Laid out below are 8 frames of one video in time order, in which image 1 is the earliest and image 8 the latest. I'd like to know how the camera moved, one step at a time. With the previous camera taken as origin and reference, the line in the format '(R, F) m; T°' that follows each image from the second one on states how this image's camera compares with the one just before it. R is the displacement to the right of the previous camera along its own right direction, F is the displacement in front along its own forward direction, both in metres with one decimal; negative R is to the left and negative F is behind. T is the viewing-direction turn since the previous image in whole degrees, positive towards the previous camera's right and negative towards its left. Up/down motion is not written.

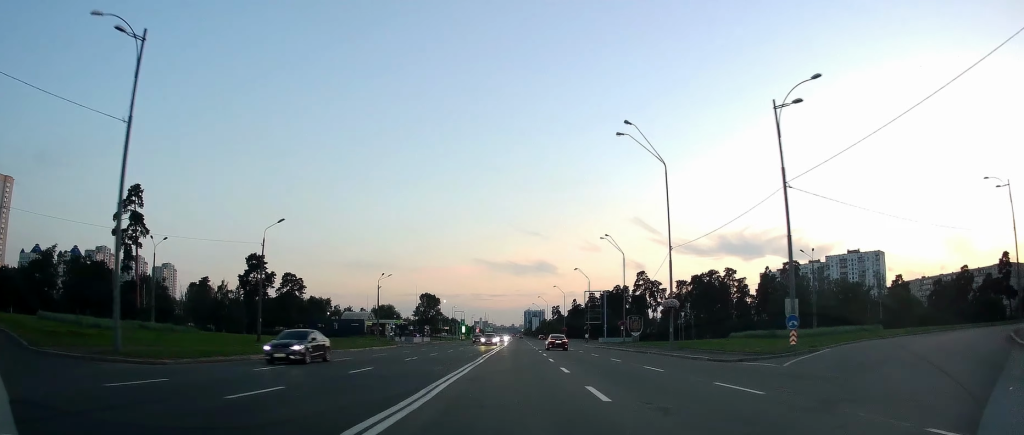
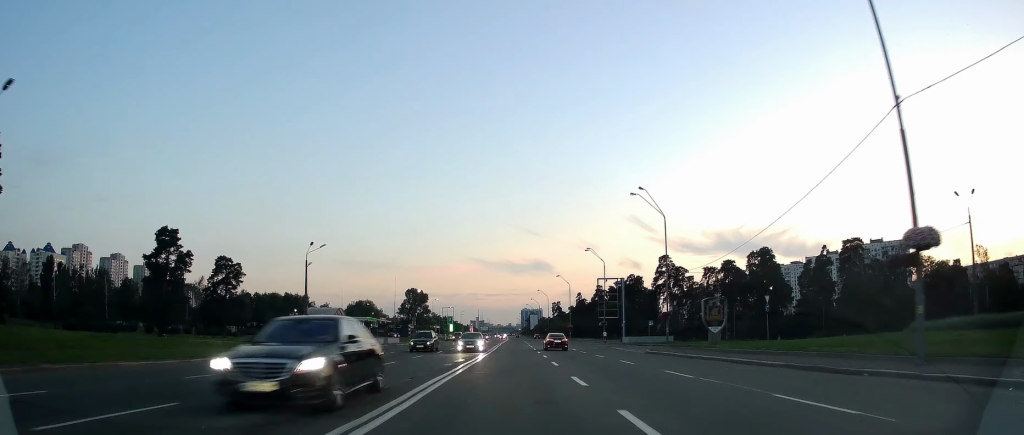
(-0.1, +32.0) m; +1°
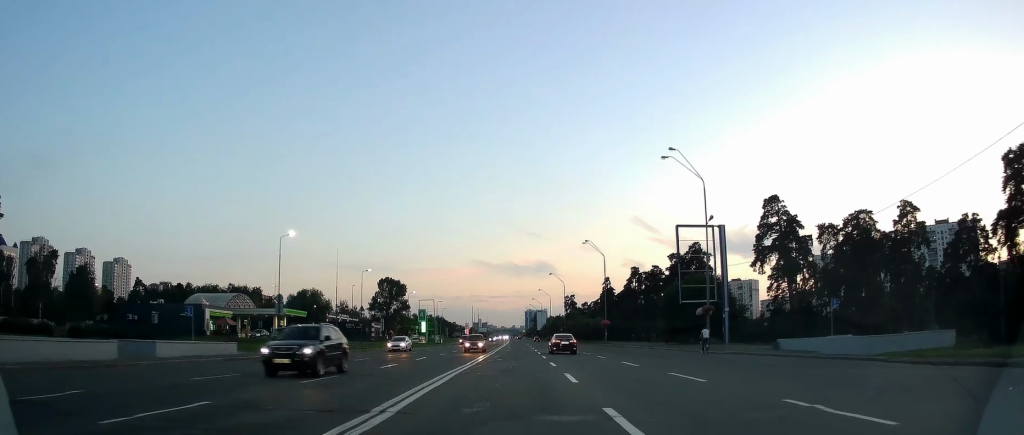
(+0.8, +62.6) m; 0°
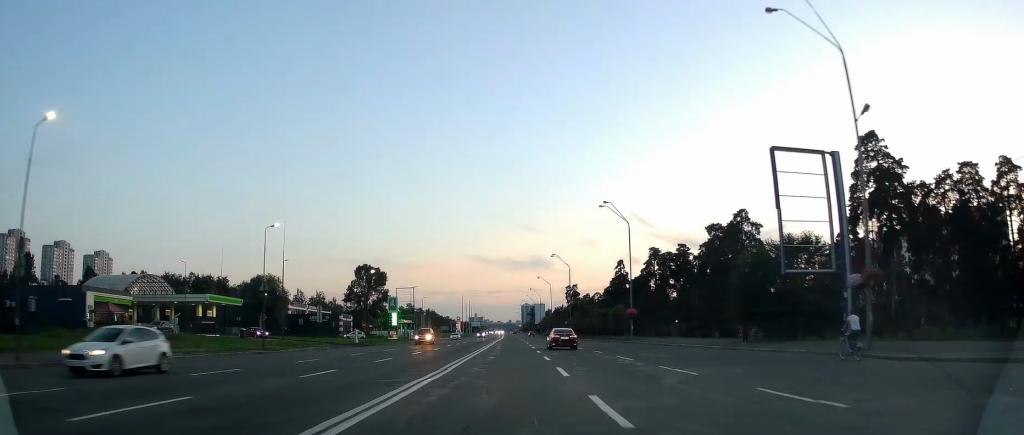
(-0.2, +27.2) m; -1°
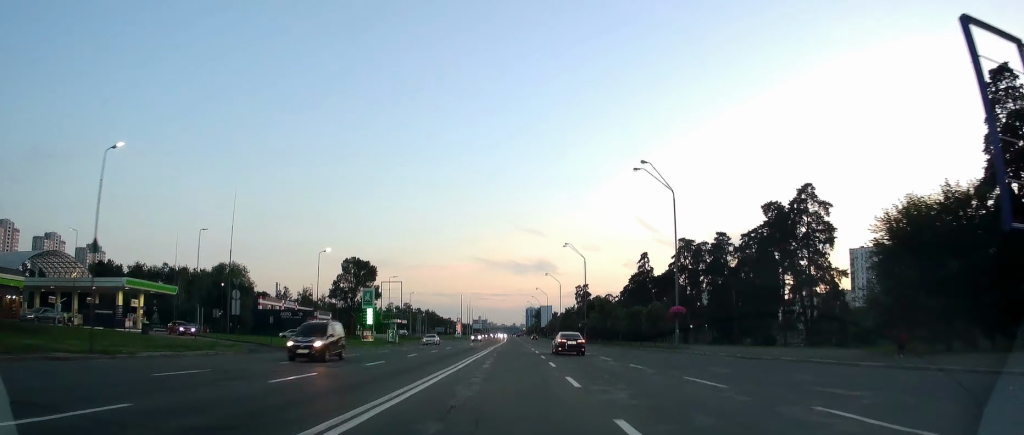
(-0.1, +20.0) m; 0°
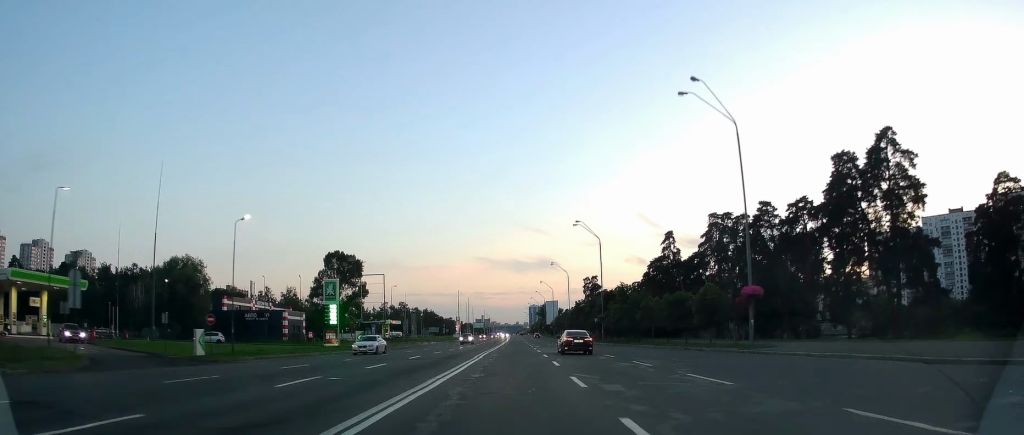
(-0.3, +18.0) m; 0°
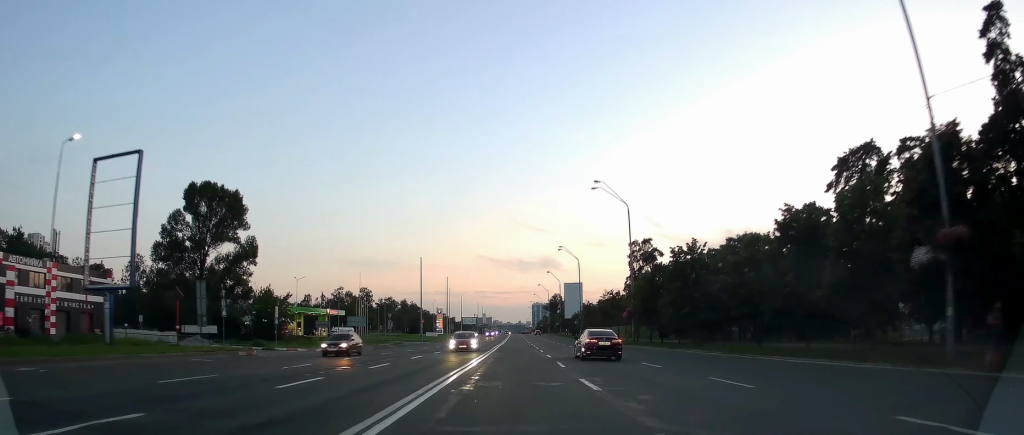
(+0.4, +72.2) m; 0°
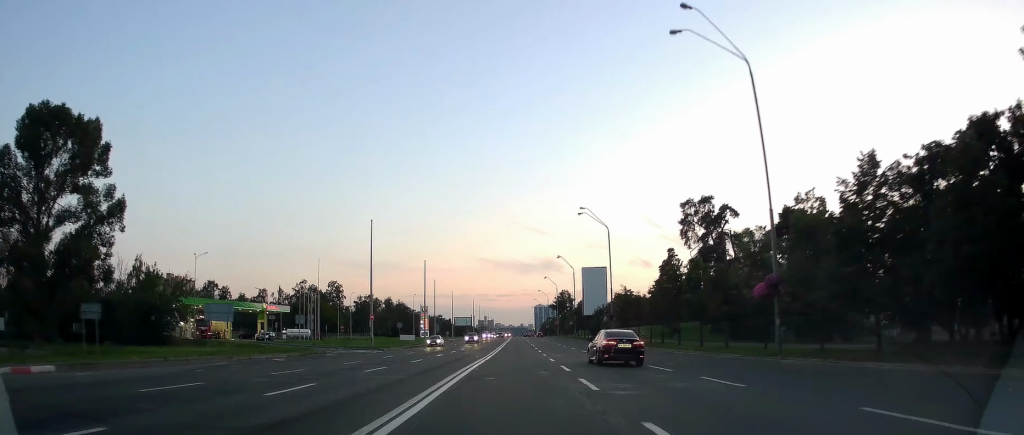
(-0.5, +36.1) m; 0°
